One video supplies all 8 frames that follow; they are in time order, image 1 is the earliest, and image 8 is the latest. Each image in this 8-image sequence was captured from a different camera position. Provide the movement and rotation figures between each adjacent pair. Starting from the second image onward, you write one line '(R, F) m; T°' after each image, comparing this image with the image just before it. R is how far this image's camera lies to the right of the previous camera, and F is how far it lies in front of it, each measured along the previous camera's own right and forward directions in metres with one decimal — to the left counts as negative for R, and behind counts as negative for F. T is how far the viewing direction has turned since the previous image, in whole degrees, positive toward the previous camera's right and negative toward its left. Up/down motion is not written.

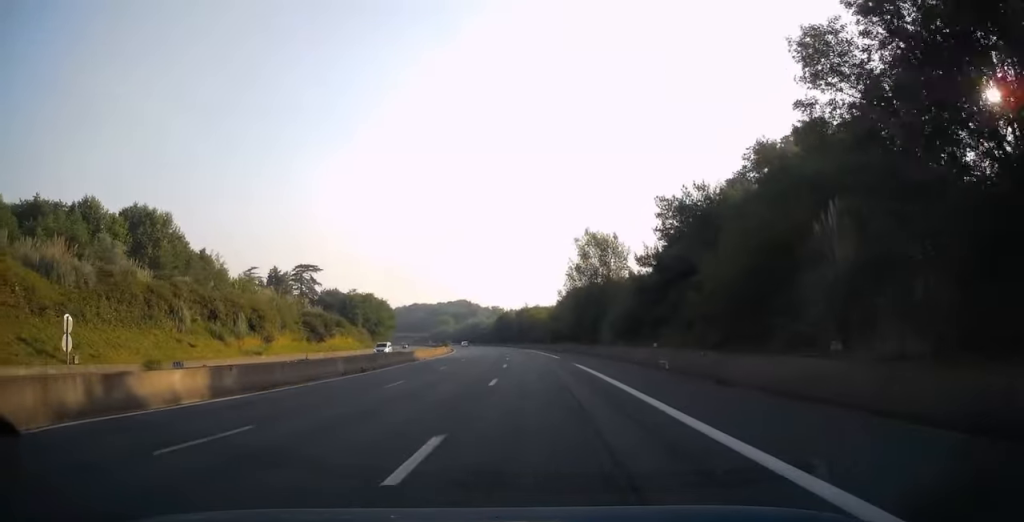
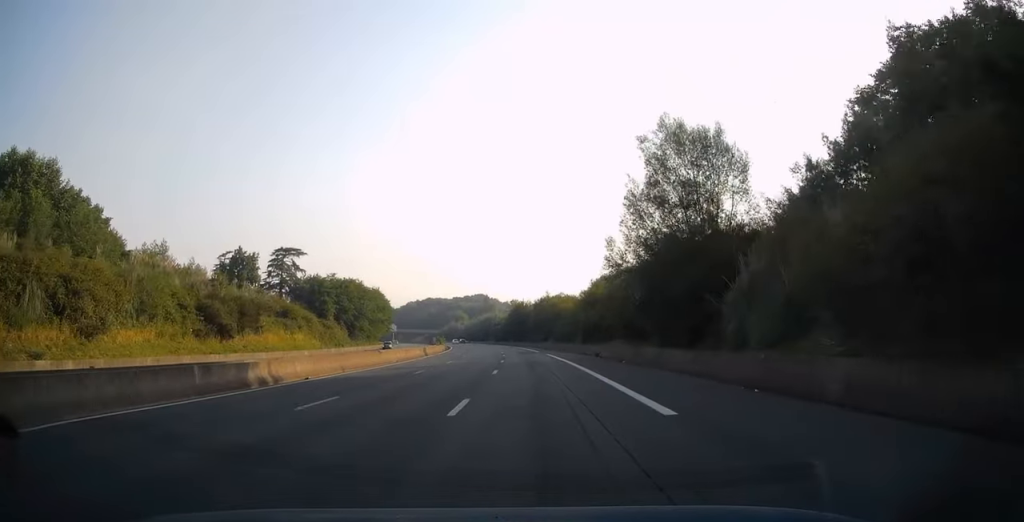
(-0.6, +33.8) m; -2°
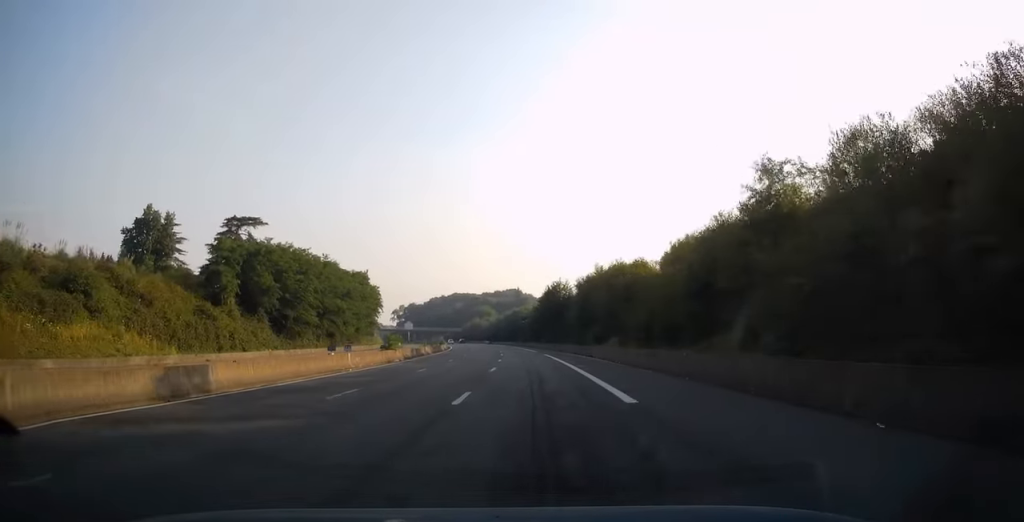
(-1.5, +49.5) m; -3°
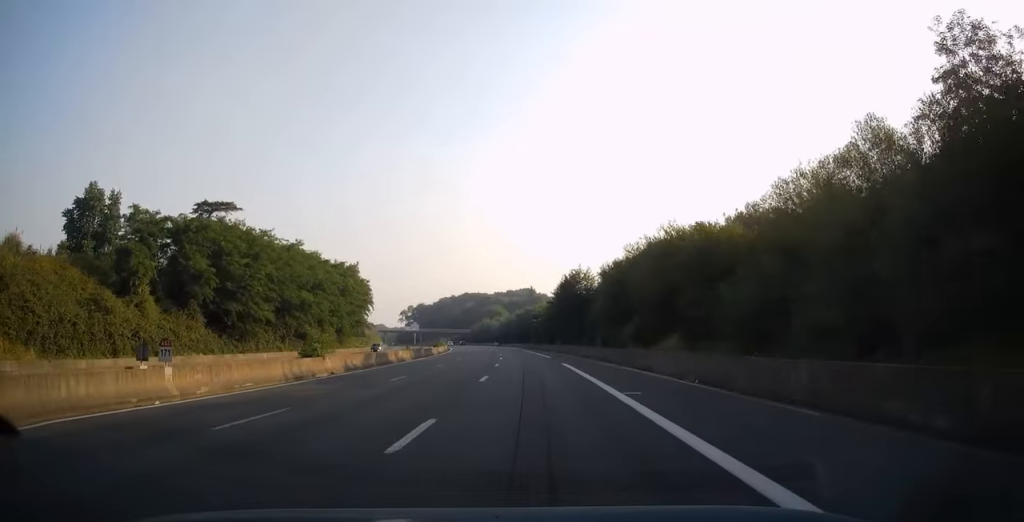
(-0.1, +18.6) m; -1°
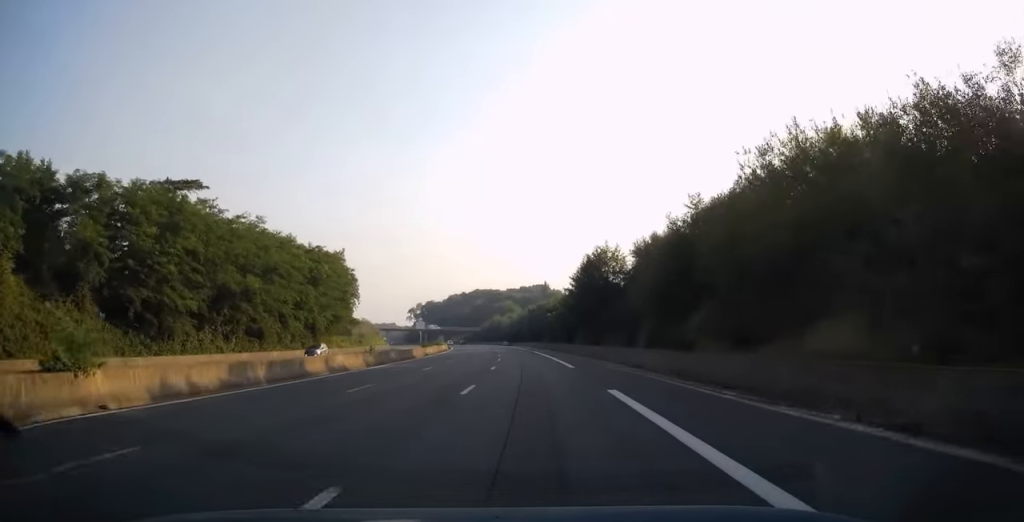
(-0.2, +18.1) m; -1°
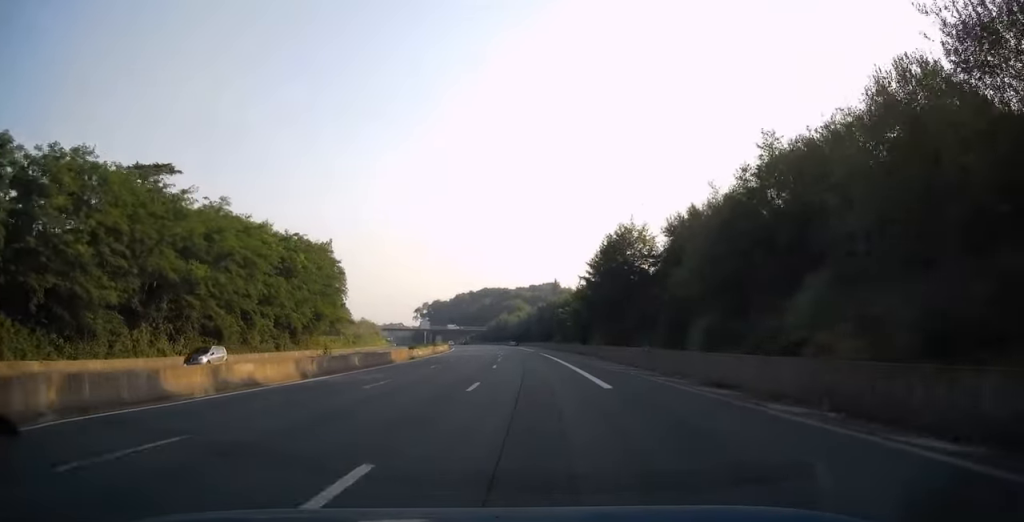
(-0.1, +11.8) m; -1°
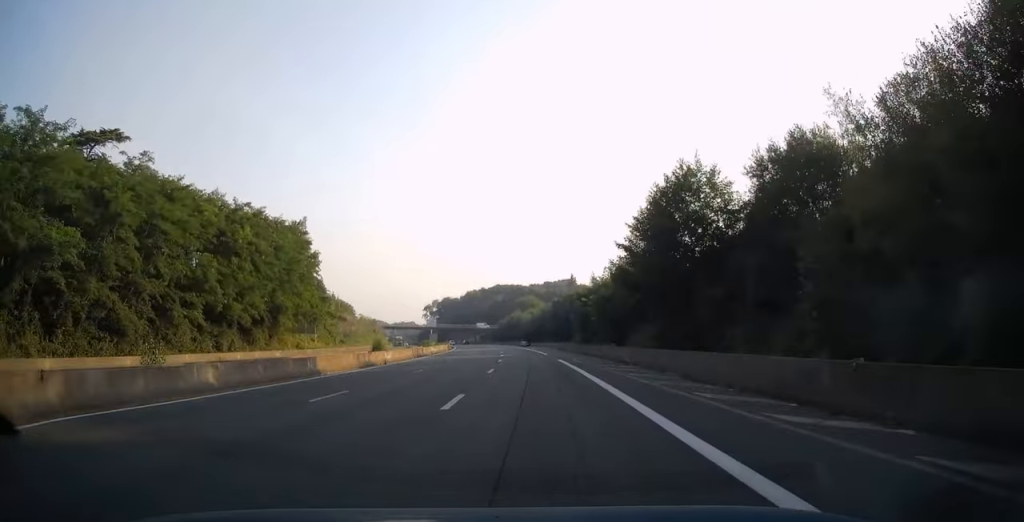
(-0.2, +17.6) m; -2°
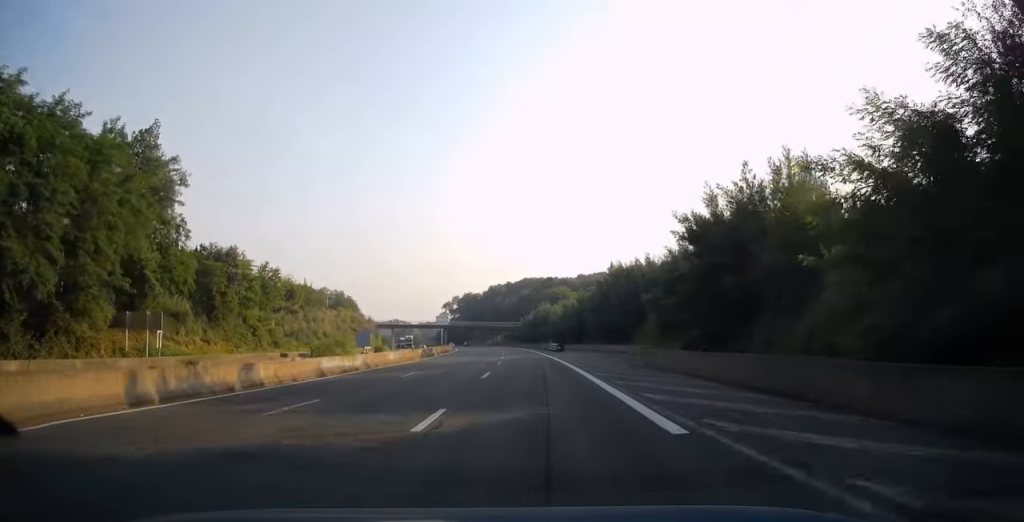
(-1.2, +41.6) m; -3°
